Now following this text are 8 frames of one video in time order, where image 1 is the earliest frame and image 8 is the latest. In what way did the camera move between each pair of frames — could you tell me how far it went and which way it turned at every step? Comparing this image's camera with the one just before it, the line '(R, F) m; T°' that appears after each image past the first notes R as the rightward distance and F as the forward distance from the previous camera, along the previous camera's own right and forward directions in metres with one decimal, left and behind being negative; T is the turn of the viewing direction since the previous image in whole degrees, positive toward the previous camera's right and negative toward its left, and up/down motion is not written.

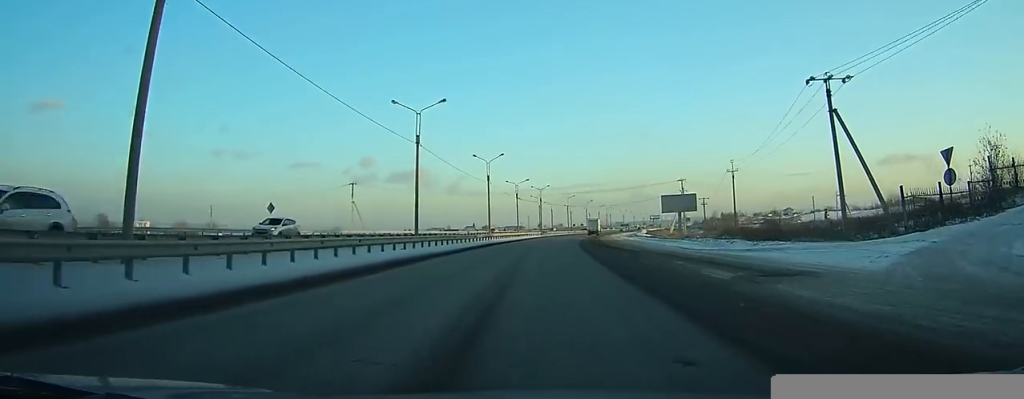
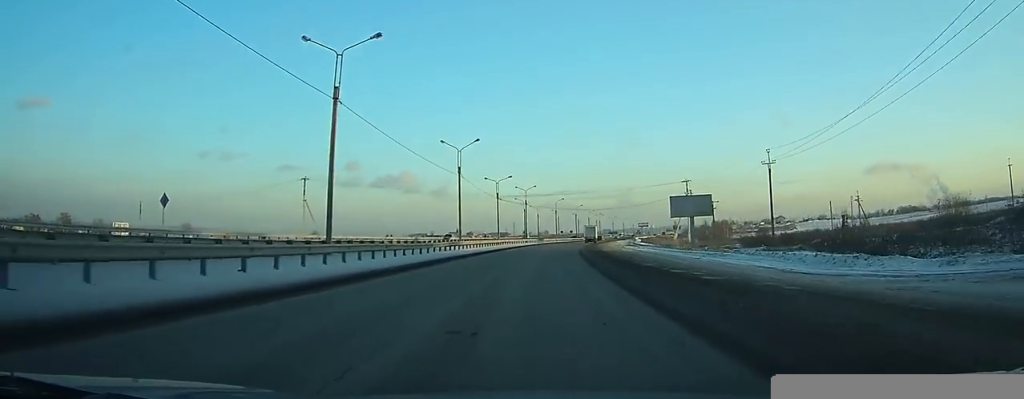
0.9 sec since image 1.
(+0.1, +16.5) m; +1°
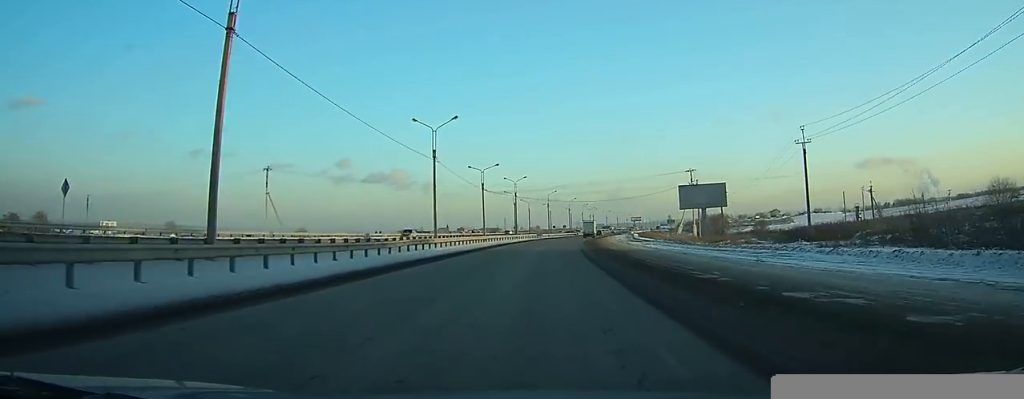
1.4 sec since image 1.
(+0.1, +10.2) m; +1°
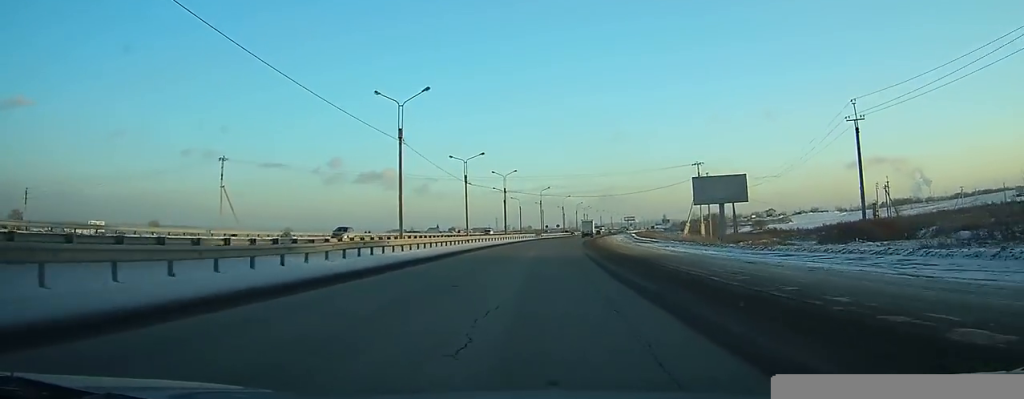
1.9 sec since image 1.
(-0.1, +10.2) m; +1°
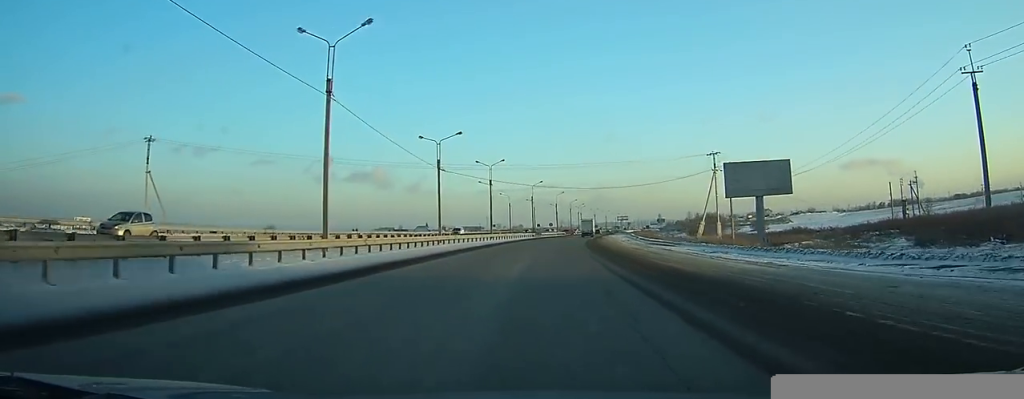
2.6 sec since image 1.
(+0.3, +13.4) m; +2°
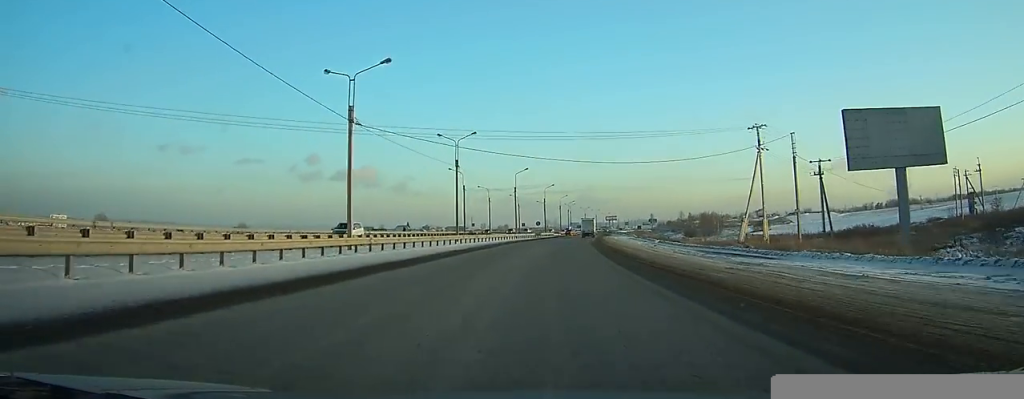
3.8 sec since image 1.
(+0.4, +22.5) m; +2°
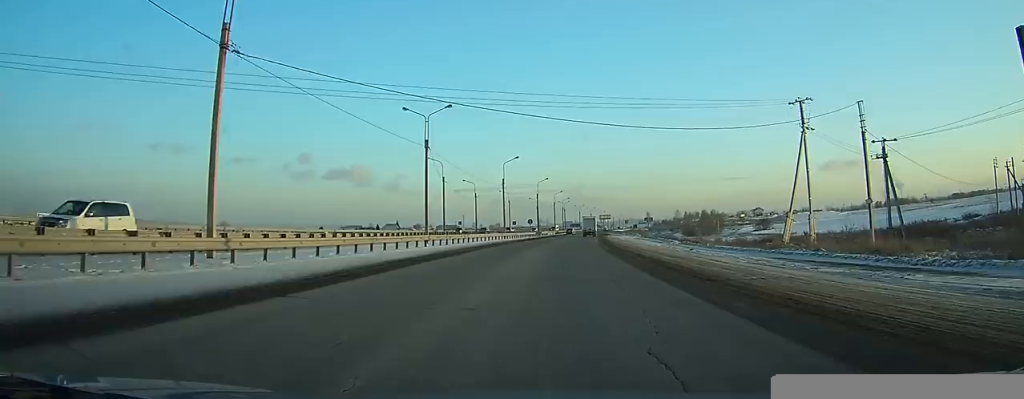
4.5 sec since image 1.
(+0.1, +12.9) m; +1°
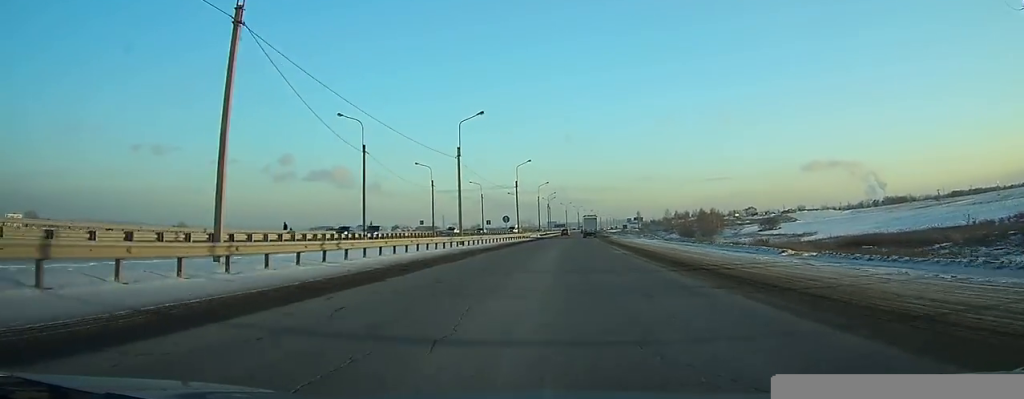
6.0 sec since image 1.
(+0.3, +29.2) m; +1°
